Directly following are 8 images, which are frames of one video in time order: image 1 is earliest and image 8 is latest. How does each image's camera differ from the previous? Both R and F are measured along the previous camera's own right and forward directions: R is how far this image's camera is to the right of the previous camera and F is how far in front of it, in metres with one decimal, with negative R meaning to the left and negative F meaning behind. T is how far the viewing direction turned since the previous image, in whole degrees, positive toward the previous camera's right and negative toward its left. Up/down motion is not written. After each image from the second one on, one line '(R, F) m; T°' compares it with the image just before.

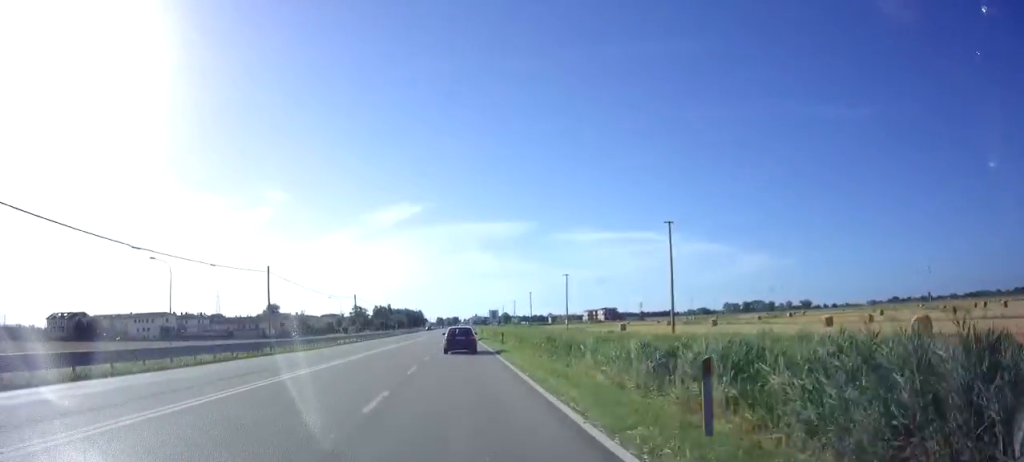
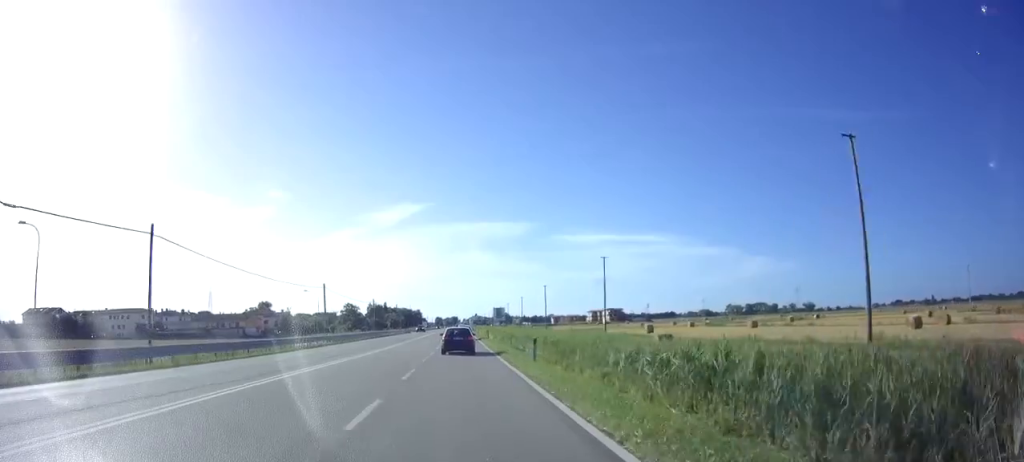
(-0.1, +16.3) m; -1°
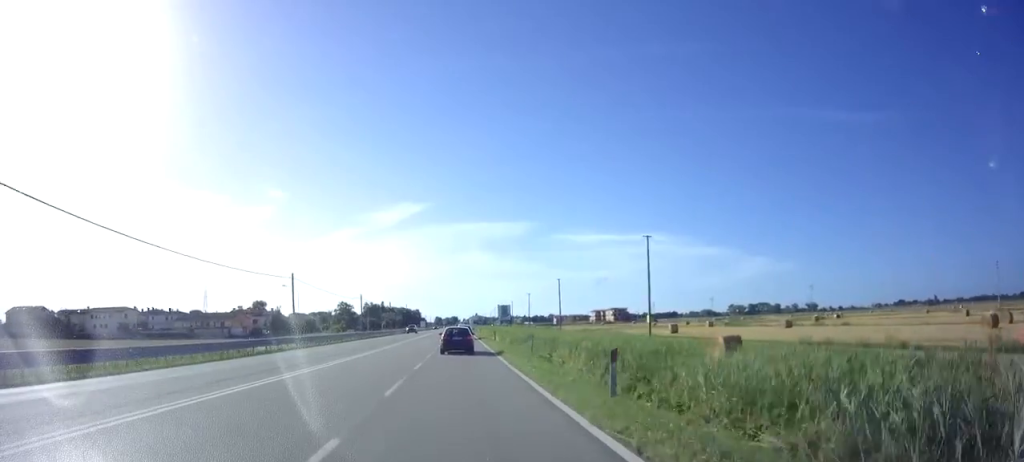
(-0.1, +10.4) m; 0°
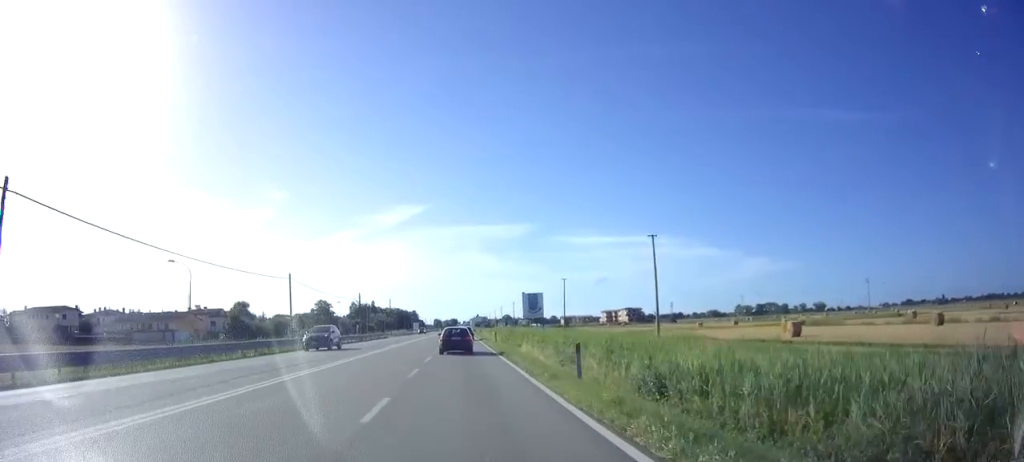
(+0.3, +30.9) m; 0°
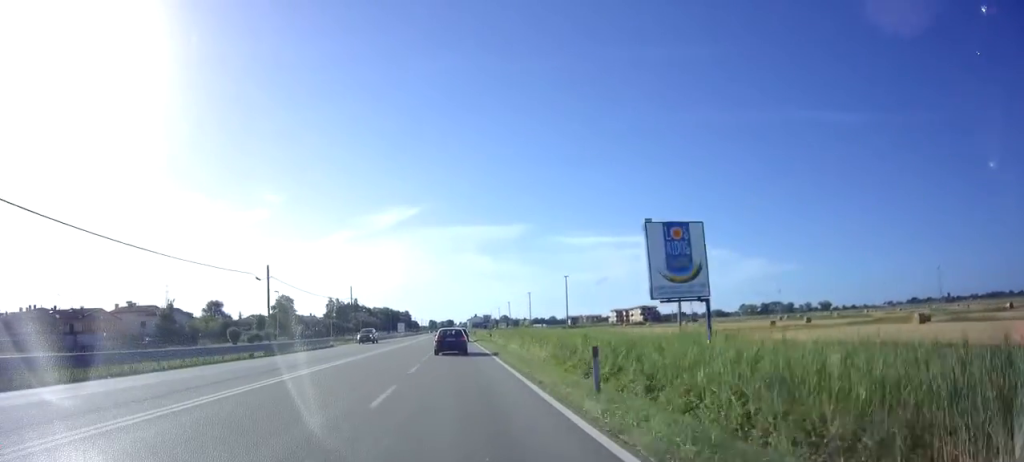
(-0.1, +33.8) m; 0°
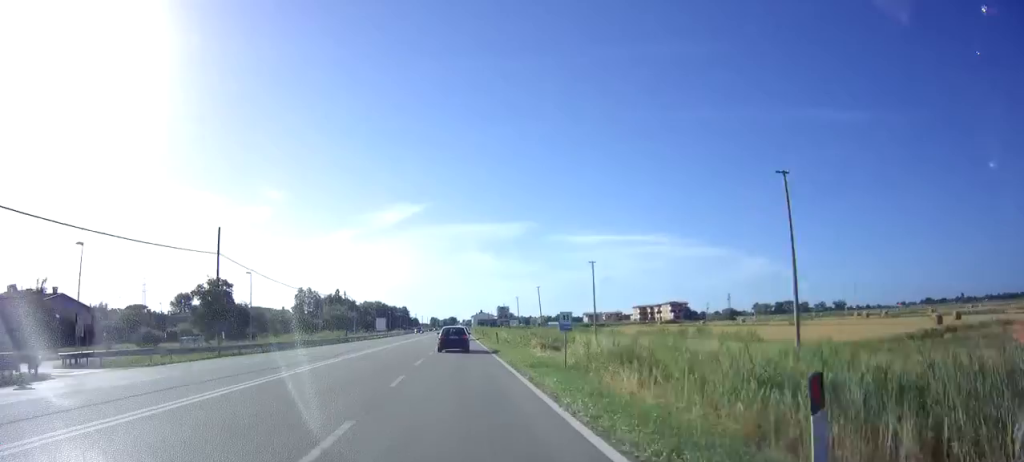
(+0.2, +39.3) m; 0°
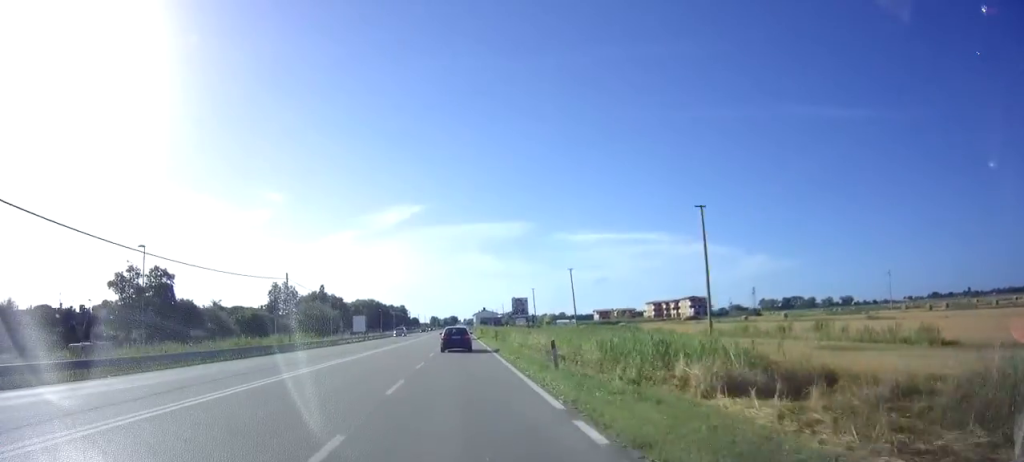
(-0.1, +21.8) m; 0°
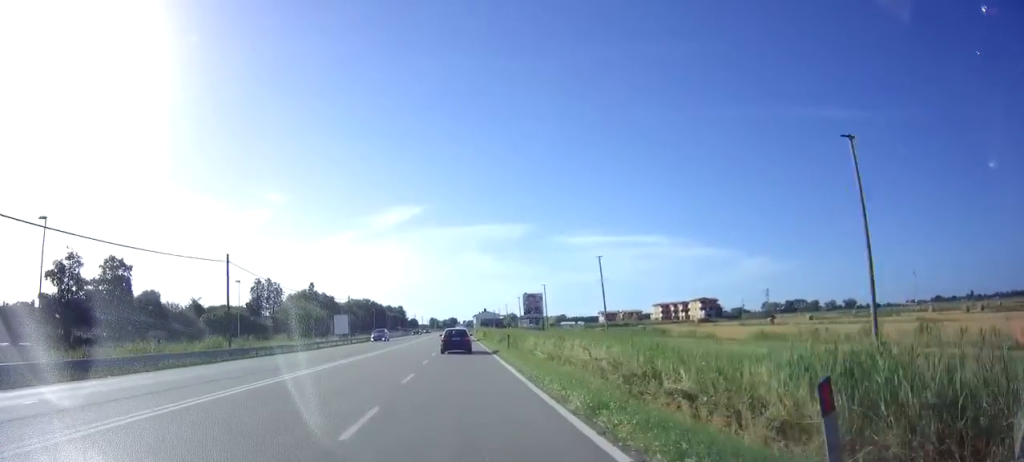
(0.0, +12.1) m; 0°
